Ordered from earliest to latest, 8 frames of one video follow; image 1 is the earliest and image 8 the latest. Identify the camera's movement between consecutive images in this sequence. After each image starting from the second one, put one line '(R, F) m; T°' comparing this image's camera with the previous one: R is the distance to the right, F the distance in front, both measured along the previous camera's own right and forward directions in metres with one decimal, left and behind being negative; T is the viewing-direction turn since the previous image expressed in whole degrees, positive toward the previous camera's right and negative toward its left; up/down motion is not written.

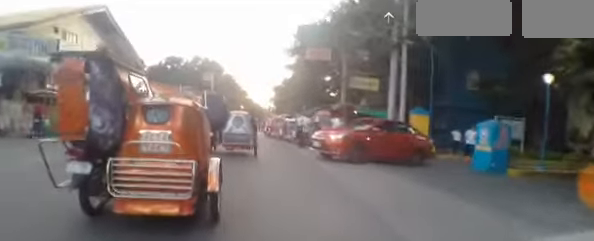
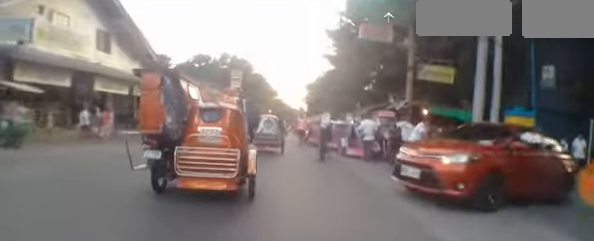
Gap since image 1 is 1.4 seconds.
(-0.5, +4.5) m; -13°
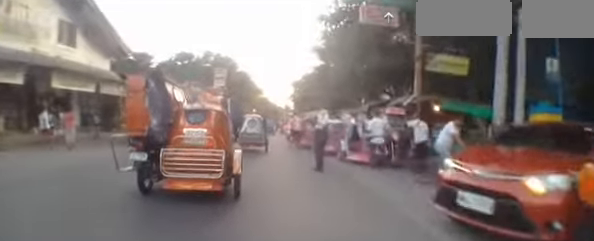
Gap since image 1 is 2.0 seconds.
(-0.3, +2.1) m; +1°
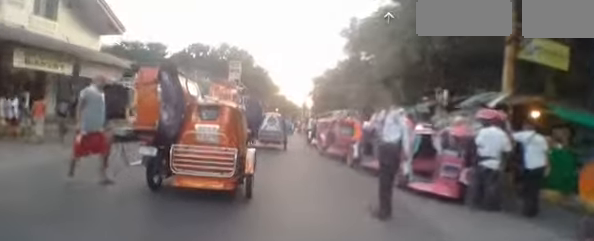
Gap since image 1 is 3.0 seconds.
(+0.3, +3.7) m; +4°
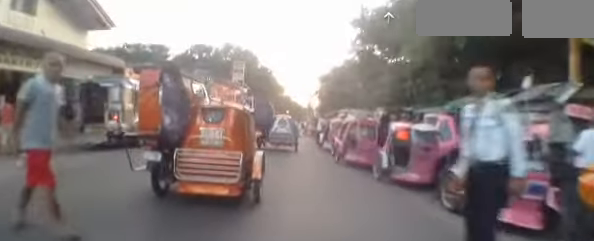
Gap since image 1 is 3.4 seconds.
(0.0, +1.9) m; 0°
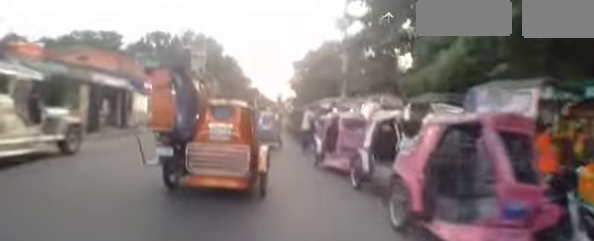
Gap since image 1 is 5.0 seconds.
(-0.4, +5.9) m; -2°
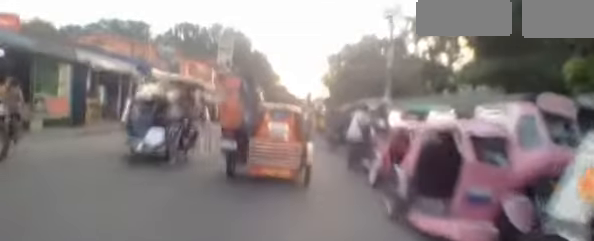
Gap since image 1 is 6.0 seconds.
(+0.3, +3.8) m; -3°
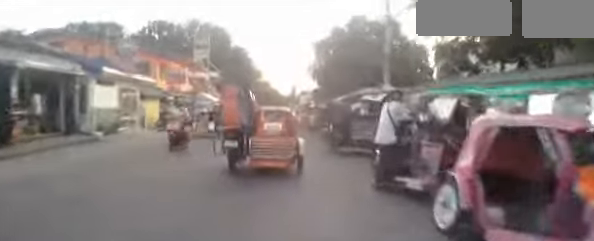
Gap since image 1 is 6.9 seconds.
(-0.4, +3.2) m; -3°
